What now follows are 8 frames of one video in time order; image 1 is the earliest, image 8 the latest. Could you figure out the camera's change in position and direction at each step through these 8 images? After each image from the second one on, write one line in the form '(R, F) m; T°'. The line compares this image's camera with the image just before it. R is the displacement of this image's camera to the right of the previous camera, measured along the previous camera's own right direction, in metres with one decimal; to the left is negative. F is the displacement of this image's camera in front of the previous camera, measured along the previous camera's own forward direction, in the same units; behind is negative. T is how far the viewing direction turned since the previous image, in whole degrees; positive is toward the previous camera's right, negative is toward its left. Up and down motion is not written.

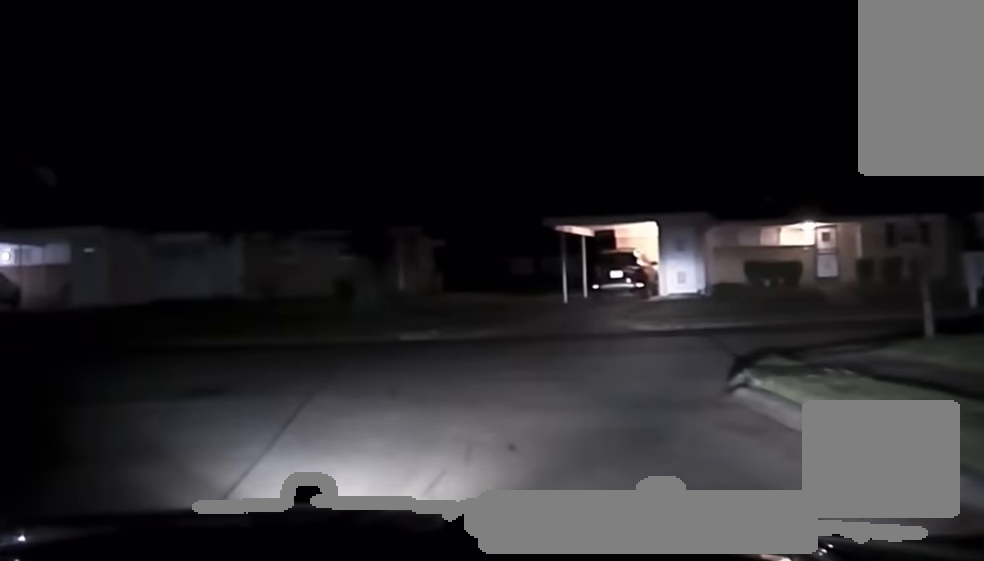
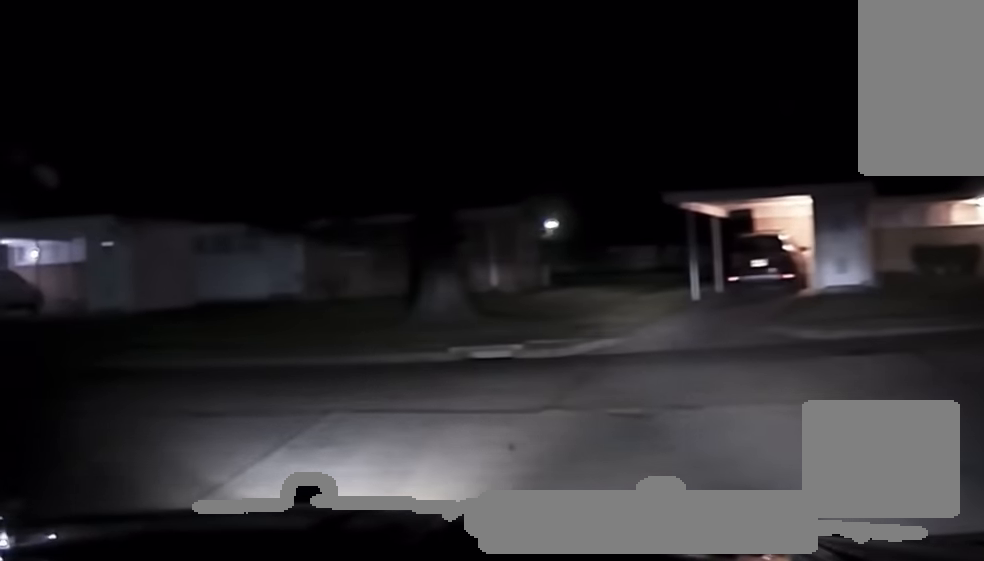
(-0.7, +7.8) m; -11°
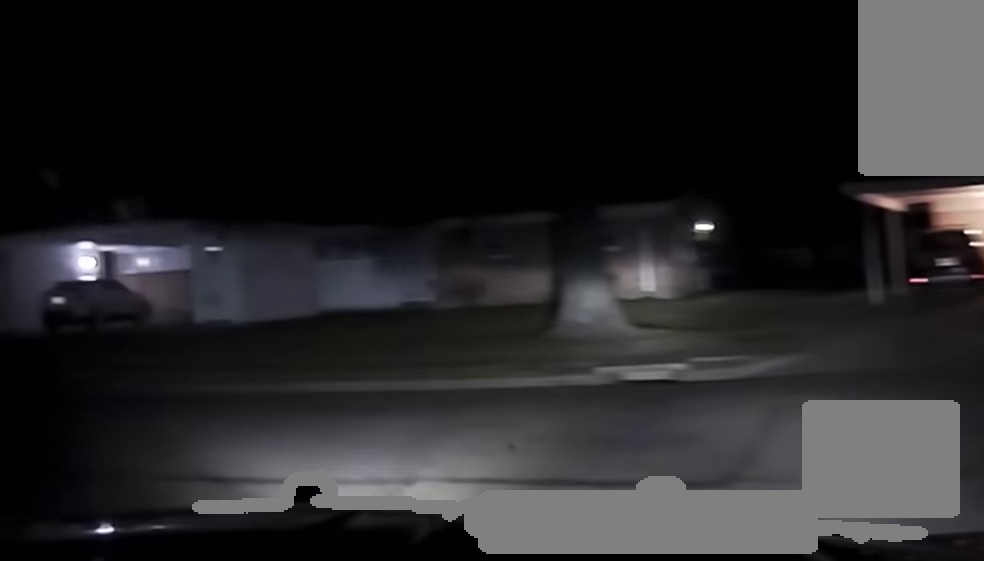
(0.0, +3.8) m; -11°
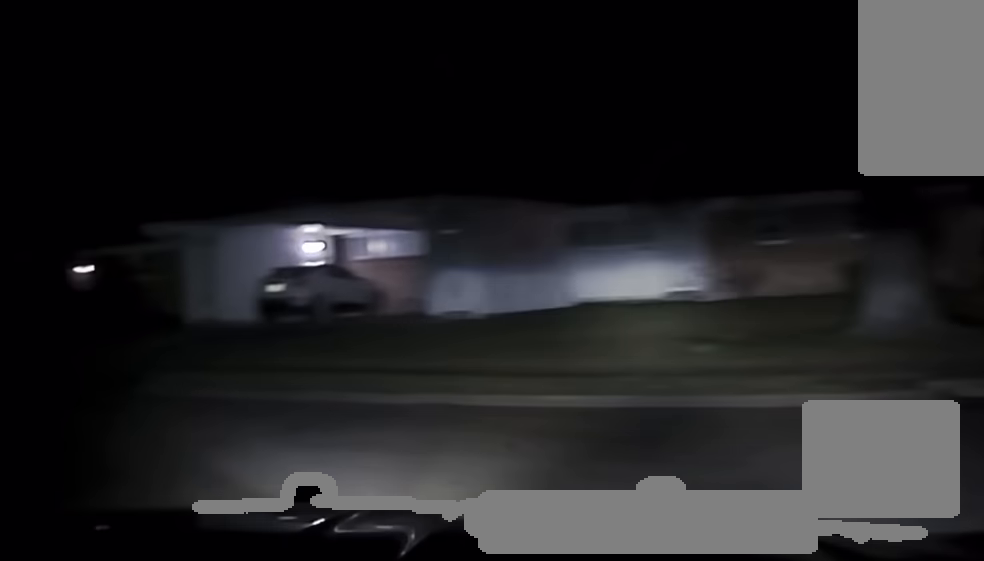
(-0.3, +3.7) m; -14°
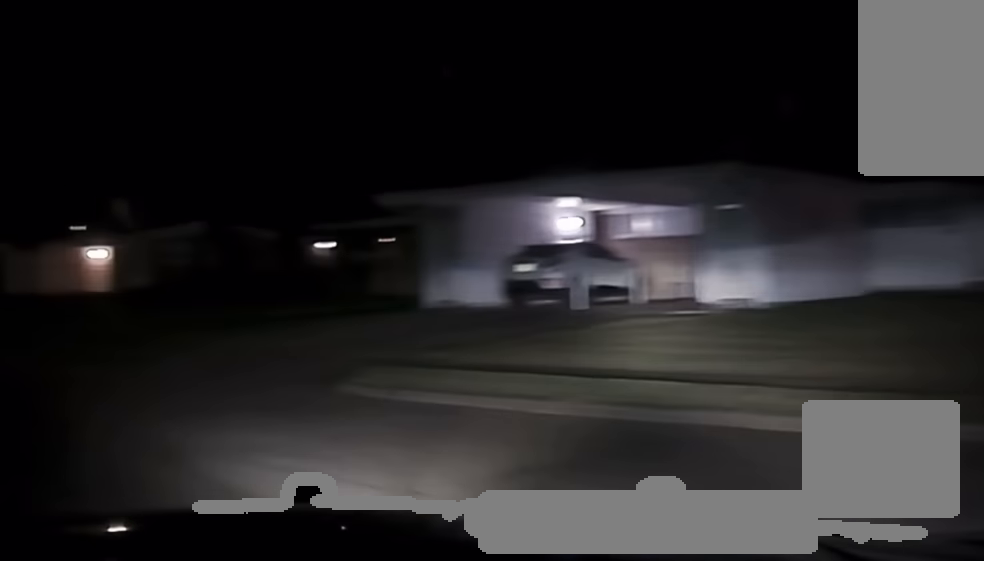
(-0.5, +3.4) m; -15°
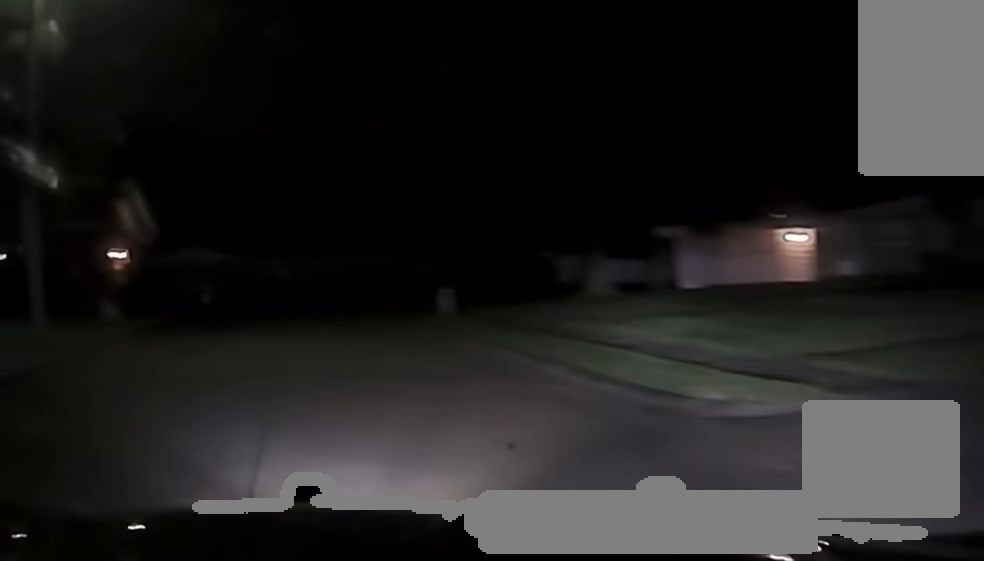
(-2.7, +10.0) m; -30°
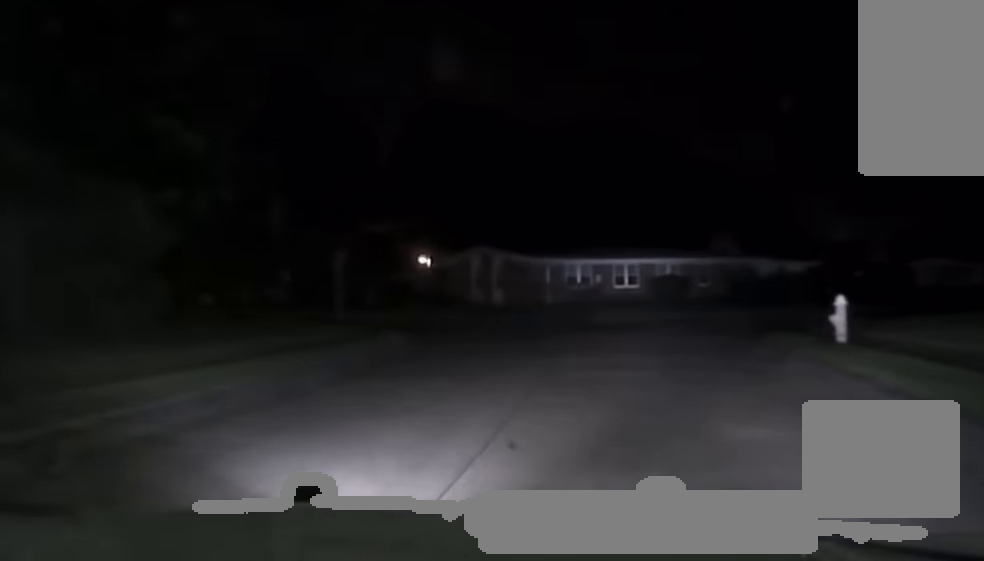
(-2.5, +15.2) m; -9°
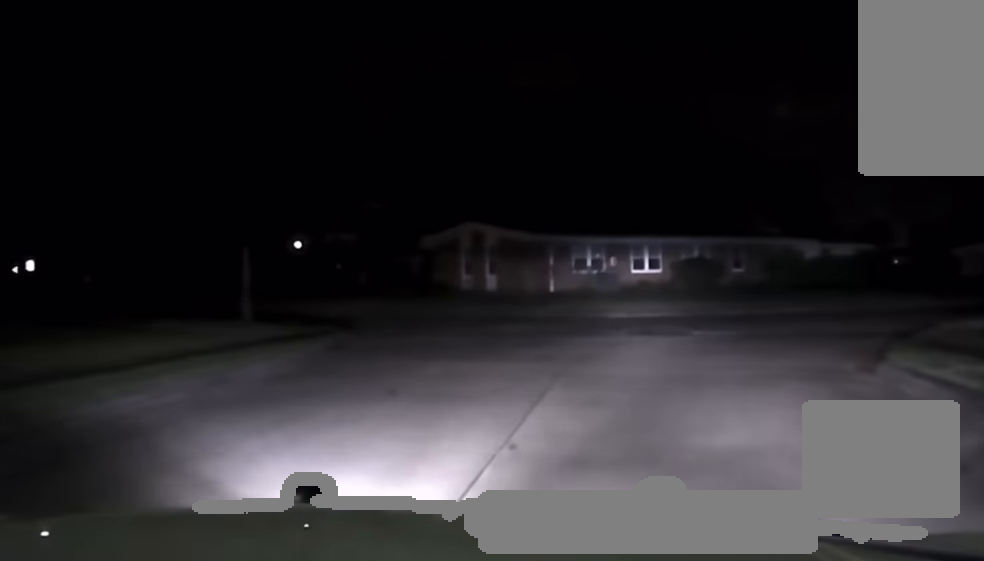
(-0.2, +9.7) m; +4°
